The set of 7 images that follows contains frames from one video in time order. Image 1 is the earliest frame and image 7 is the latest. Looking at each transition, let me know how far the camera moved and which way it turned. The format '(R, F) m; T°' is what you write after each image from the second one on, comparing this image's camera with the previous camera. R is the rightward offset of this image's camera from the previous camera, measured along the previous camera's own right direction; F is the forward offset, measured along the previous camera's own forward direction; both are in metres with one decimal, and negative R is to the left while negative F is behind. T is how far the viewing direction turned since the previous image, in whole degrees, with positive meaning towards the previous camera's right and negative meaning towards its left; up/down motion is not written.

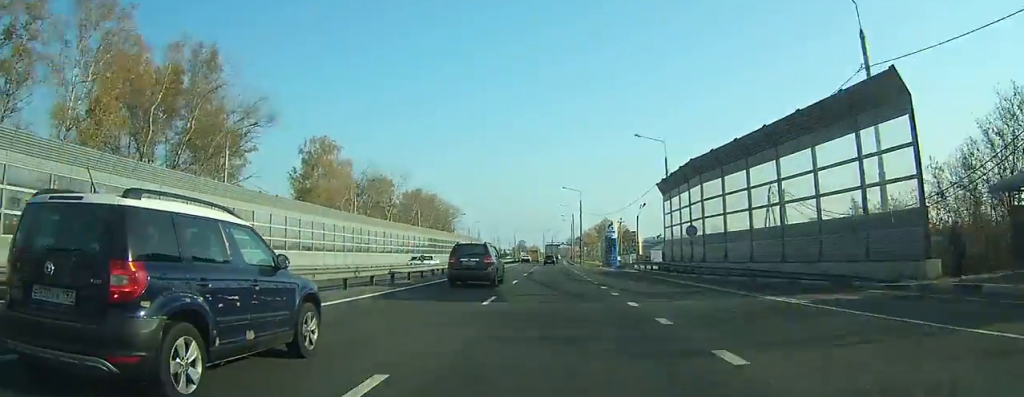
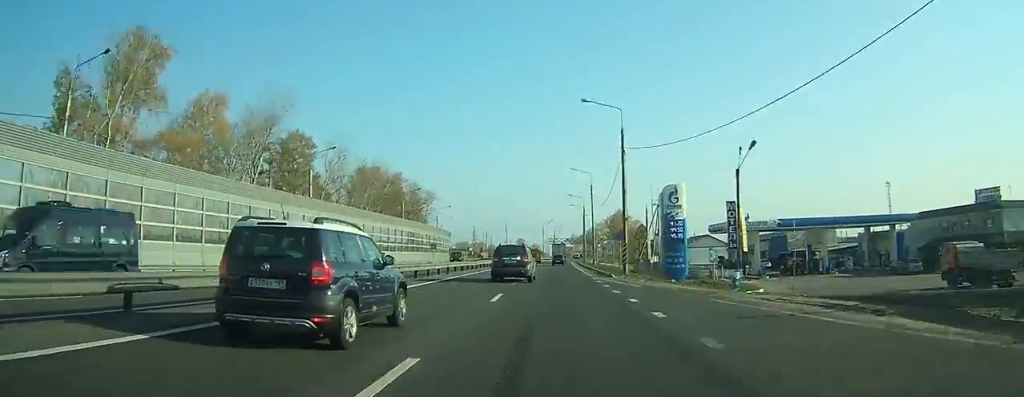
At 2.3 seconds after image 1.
(-0.3, +47.3) m; 0°
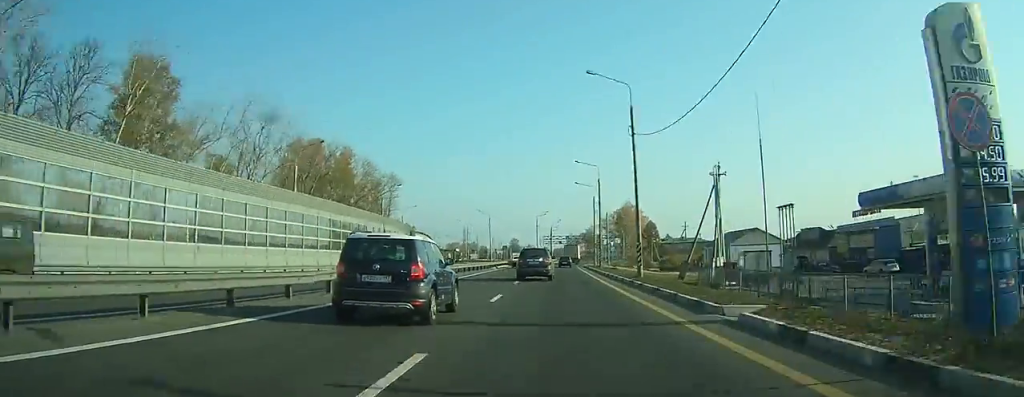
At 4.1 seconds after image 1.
(+0.1, +35.6) m; +1°
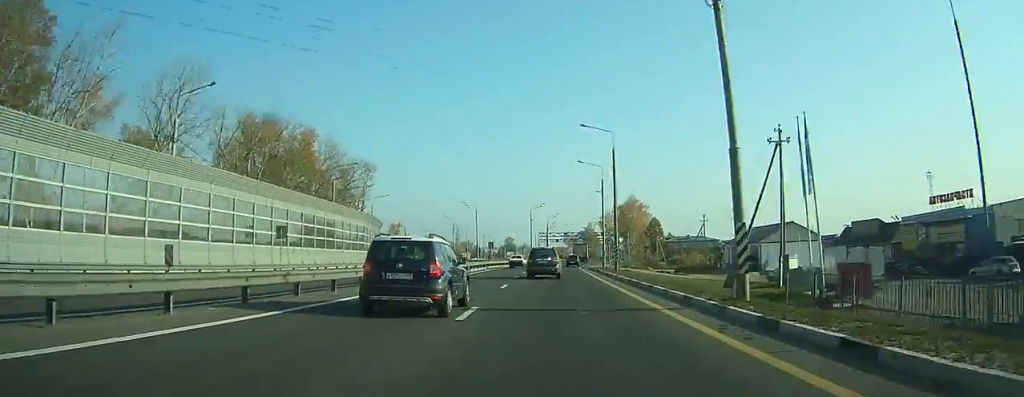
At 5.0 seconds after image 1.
(0.0, +16.9) m; +1°
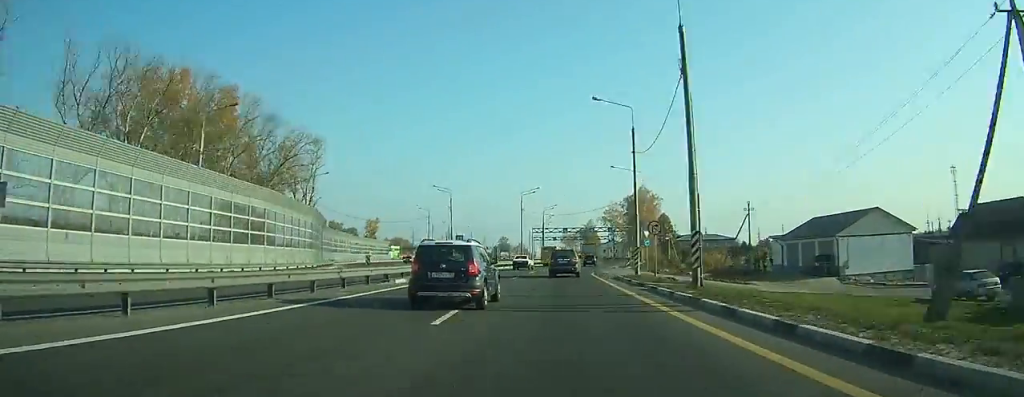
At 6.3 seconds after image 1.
(+0.2, +24.5) m; +1°
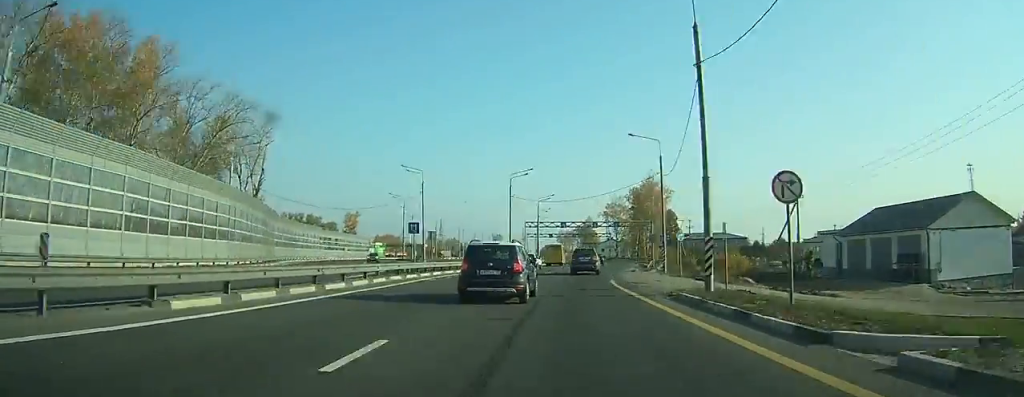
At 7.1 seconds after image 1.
(-0.1, +16.7) m; +1°
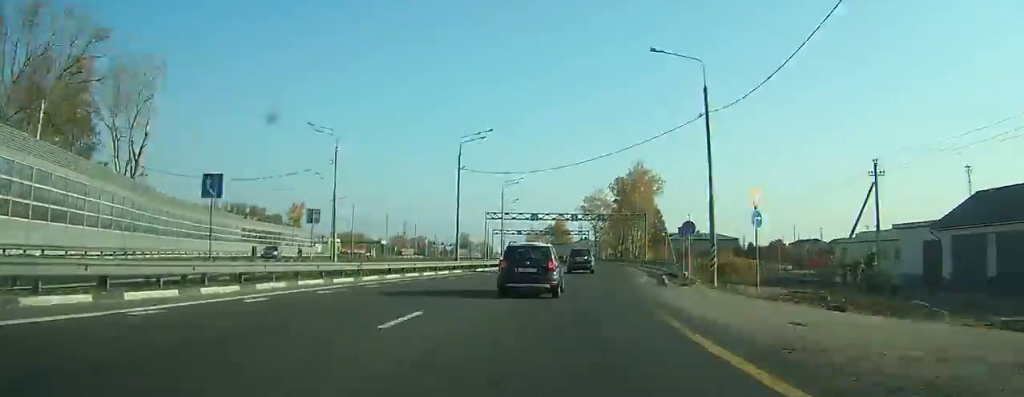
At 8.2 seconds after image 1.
(+0.3, +20.4) m; +2°
